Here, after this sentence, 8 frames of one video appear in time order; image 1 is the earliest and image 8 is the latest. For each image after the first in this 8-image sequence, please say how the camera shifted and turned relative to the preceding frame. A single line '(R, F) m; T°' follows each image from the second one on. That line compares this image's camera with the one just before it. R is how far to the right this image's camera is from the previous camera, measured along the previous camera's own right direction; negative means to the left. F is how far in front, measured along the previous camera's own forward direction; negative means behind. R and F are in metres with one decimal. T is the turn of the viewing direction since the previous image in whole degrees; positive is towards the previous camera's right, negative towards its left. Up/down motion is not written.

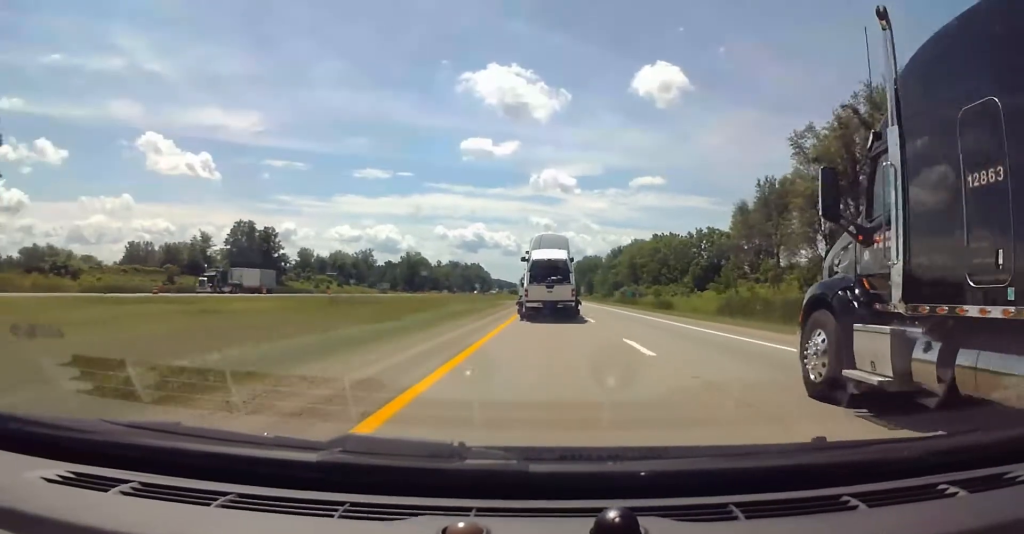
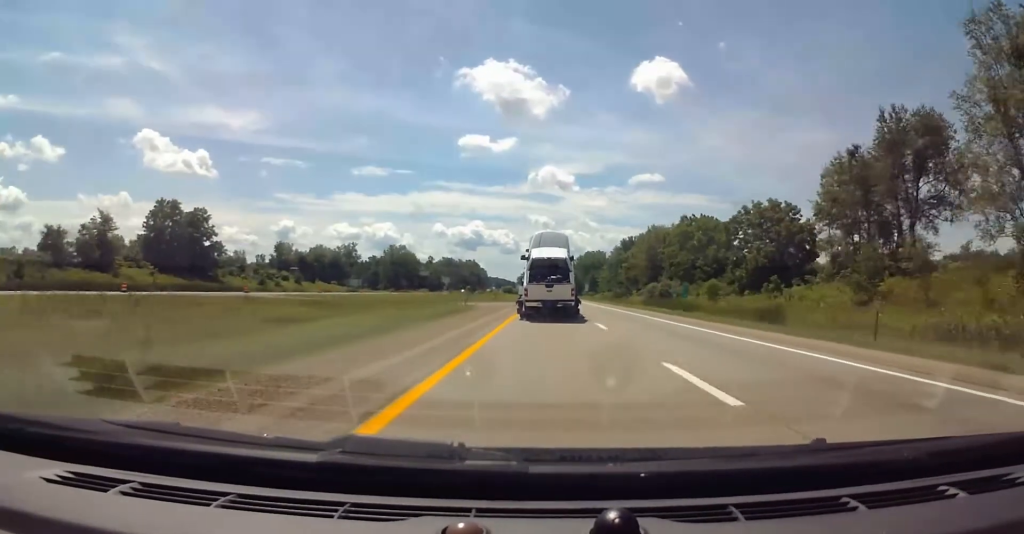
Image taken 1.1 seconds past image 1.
(0.0, +36.3) m; 0°
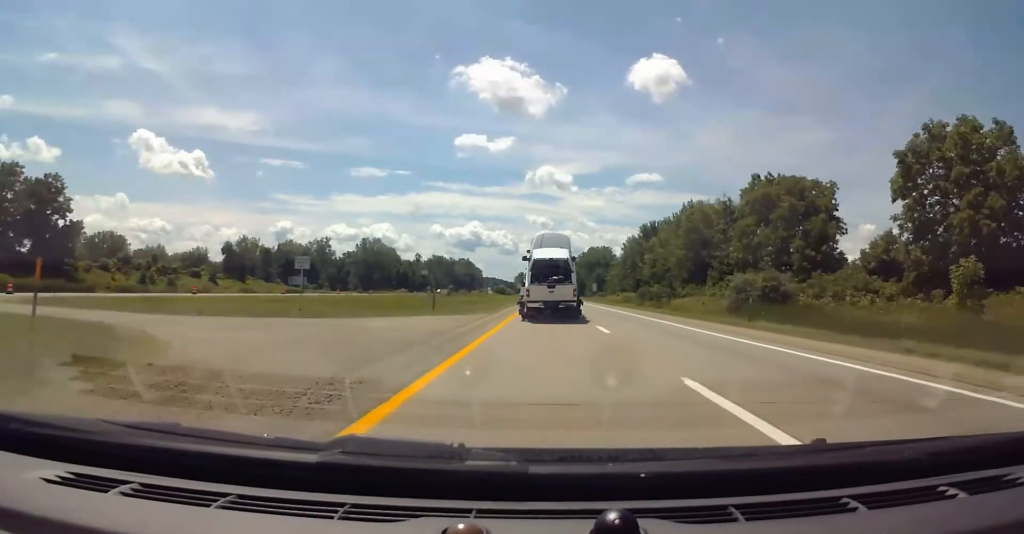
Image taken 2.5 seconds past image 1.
(0.0, +47.2) m; 0°
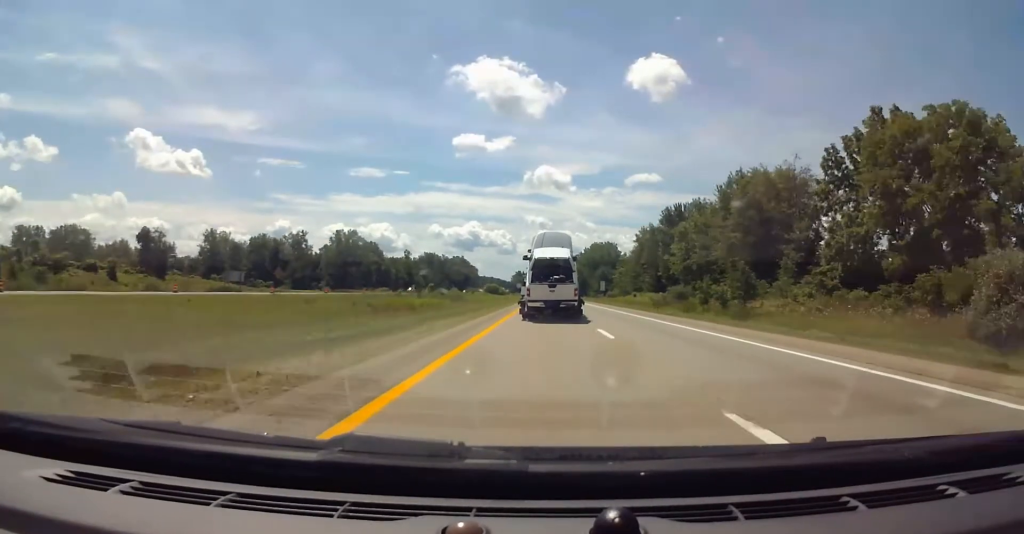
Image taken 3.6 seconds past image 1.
(-0.1, +34.0) m; 0°
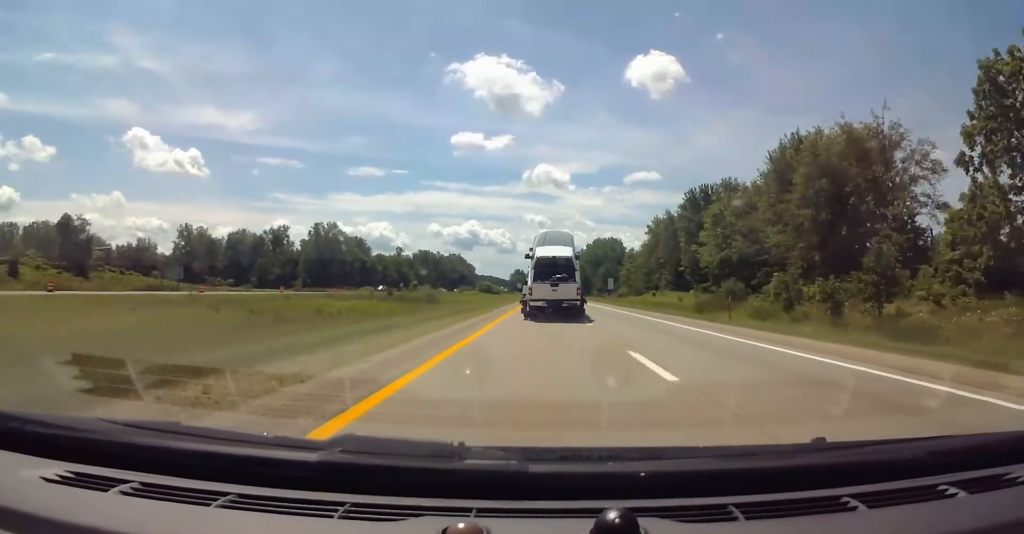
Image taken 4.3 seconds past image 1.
(0.0, +23.1) m; 0°
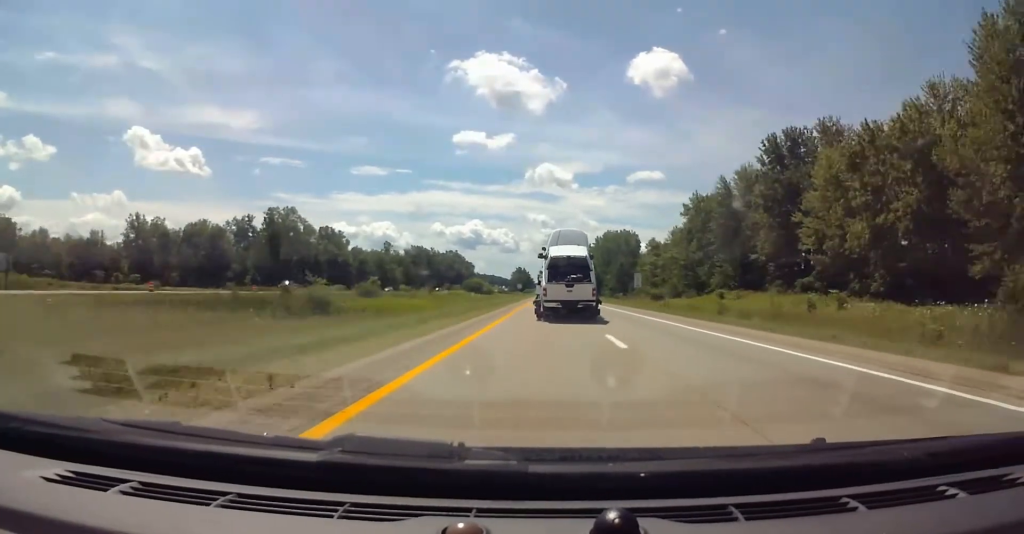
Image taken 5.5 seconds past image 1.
(+0.1, +40.7) m; 0°
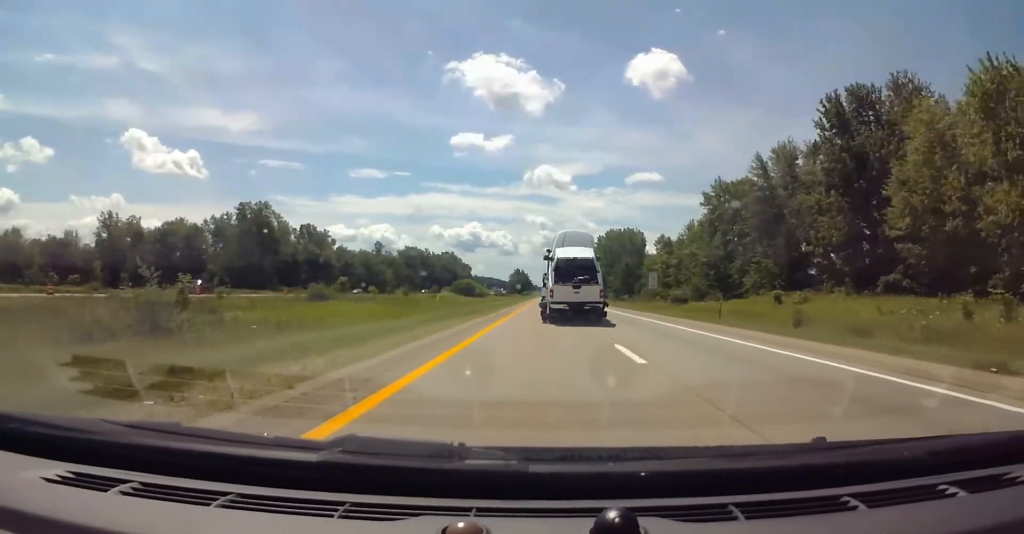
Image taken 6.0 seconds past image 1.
(-0.1, +17.6) m; 0°
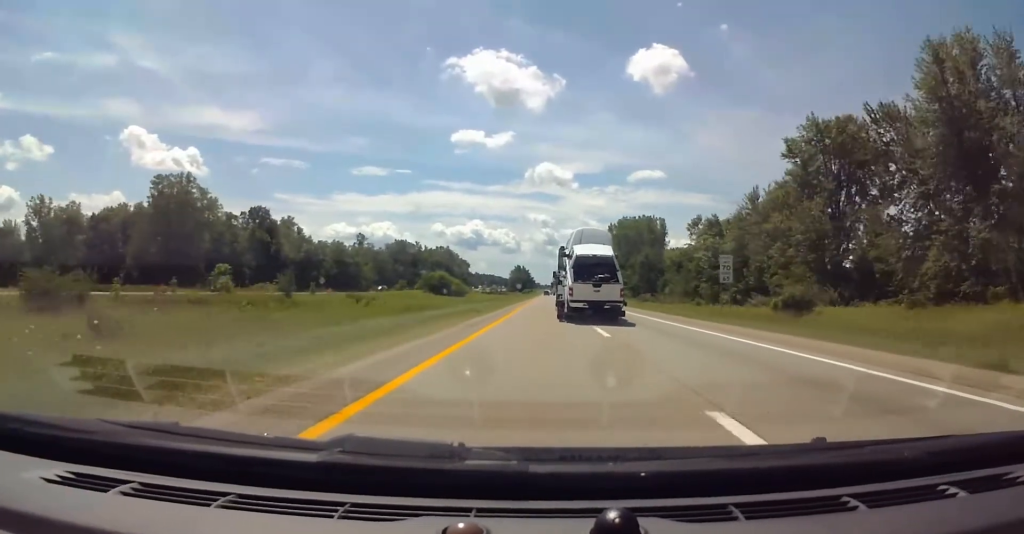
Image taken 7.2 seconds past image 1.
(+0.2, +39.6) m; 0°
